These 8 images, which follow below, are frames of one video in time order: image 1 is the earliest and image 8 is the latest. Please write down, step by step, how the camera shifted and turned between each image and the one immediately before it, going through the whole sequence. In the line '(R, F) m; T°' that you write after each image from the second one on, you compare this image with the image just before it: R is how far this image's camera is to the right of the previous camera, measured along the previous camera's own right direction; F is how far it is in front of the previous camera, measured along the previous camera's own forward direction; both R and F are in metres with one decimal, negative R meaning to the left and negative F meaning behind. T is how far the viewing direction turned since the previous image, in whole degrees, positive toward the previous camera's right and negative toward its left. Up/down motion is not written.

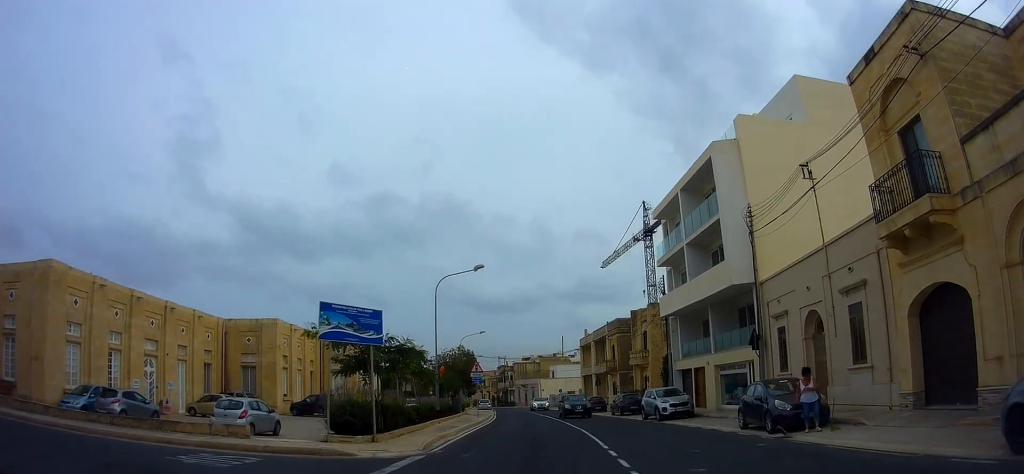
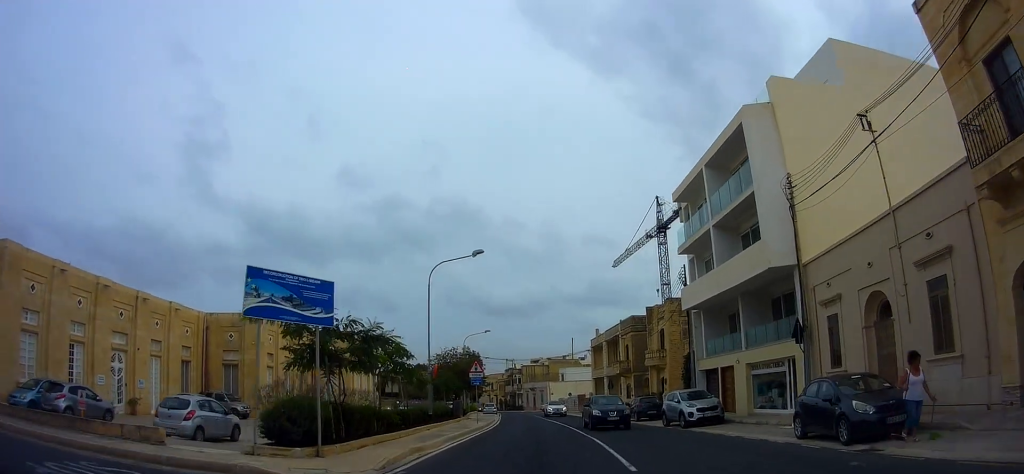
(+0.3, +3.1) m; -4°
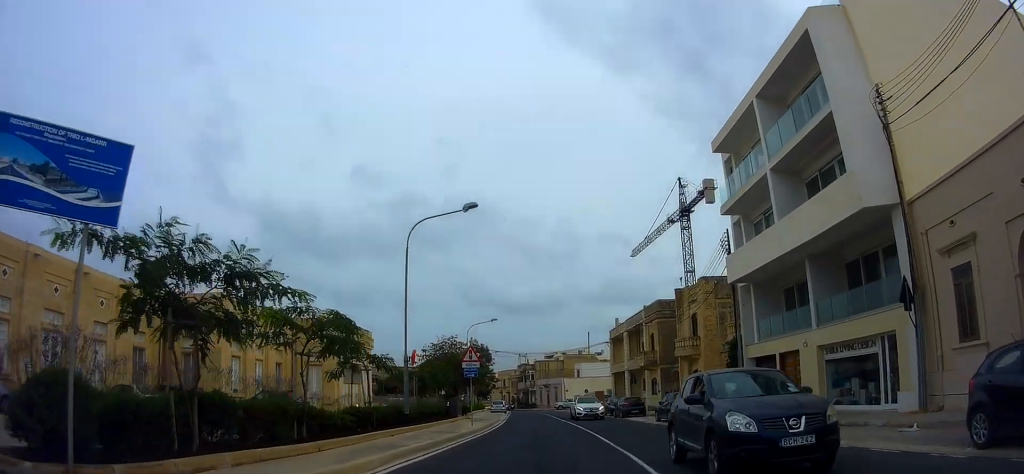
(-1.2, +5.4) m; -4°
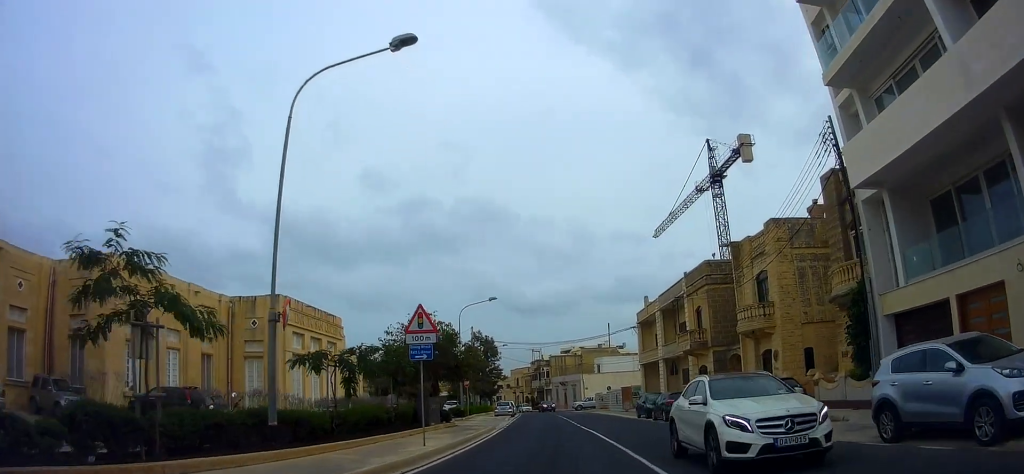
(+0.8, +10.4) m; +2°
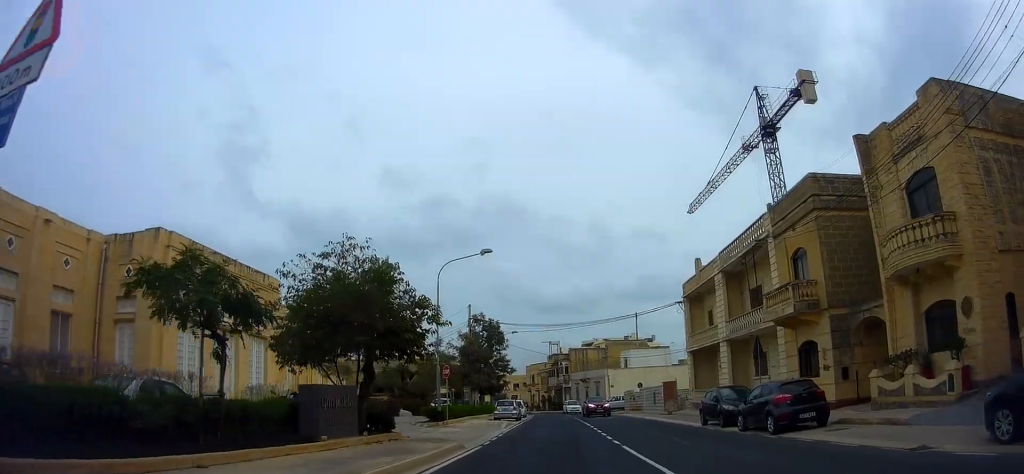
(0.0, +12.2) m; 0°
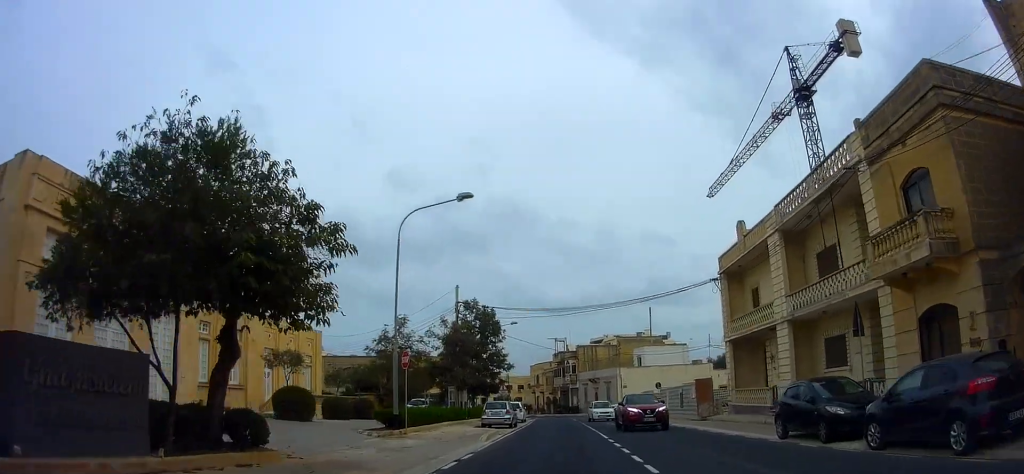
(-0.1, +7.6) m; -5°
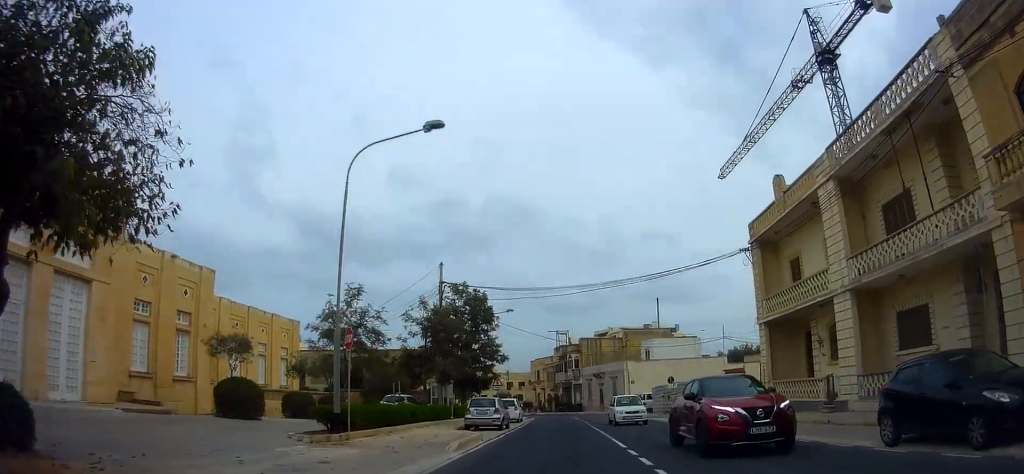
(-0.5, +4.9) m; -1°
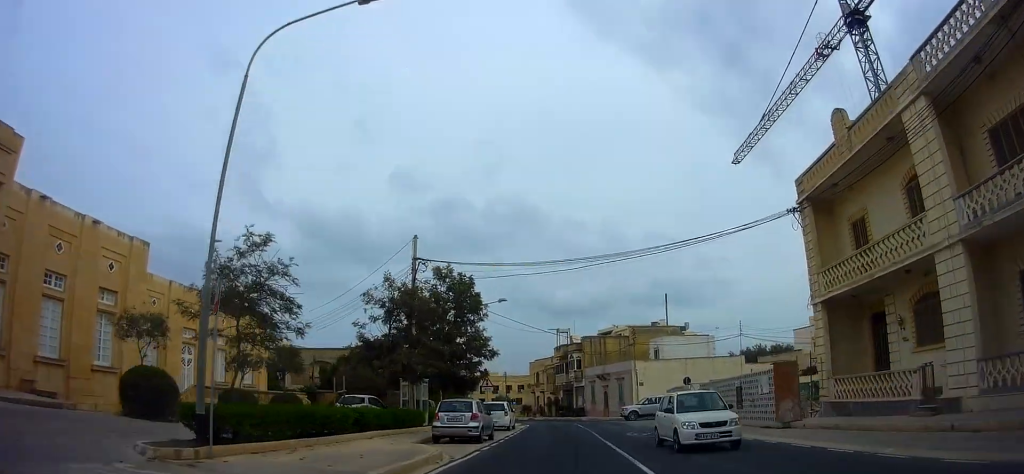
(0.0, +5.5) m; +1°
